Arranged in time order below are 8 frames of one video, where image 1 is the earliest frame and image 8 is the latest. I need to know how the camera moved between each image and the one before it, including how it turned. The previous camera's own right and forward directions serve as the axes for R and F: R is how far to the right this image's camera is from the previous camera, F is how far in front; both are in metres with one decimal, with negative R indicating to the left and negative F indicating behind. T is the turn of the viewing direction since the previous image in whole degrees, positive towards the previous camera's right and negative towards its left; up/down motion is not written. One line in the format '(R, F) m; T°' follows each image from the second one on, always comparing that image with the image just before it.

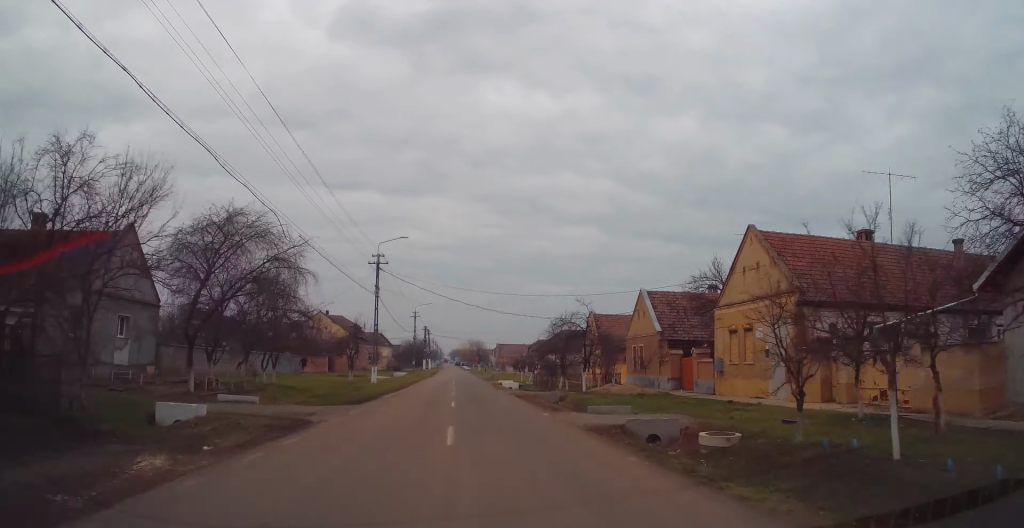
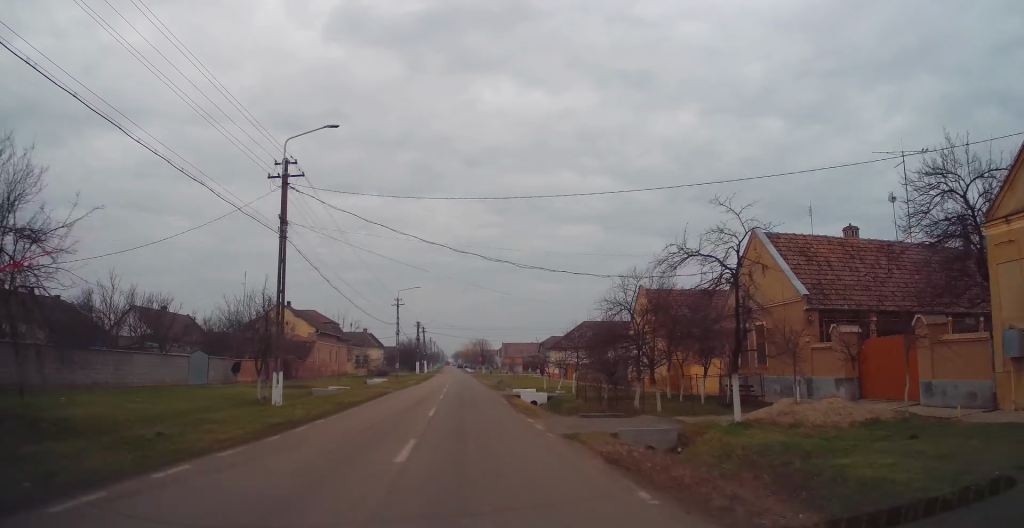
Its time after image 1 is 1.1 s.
(+0.2, +19.4) m; 0°
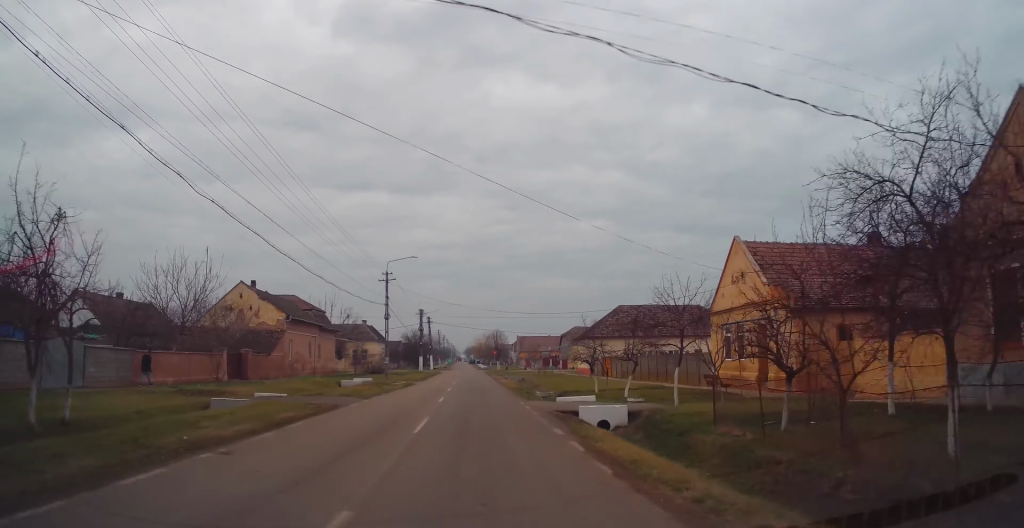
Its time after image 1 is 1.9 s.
(0.0, +15.4) m; -1°
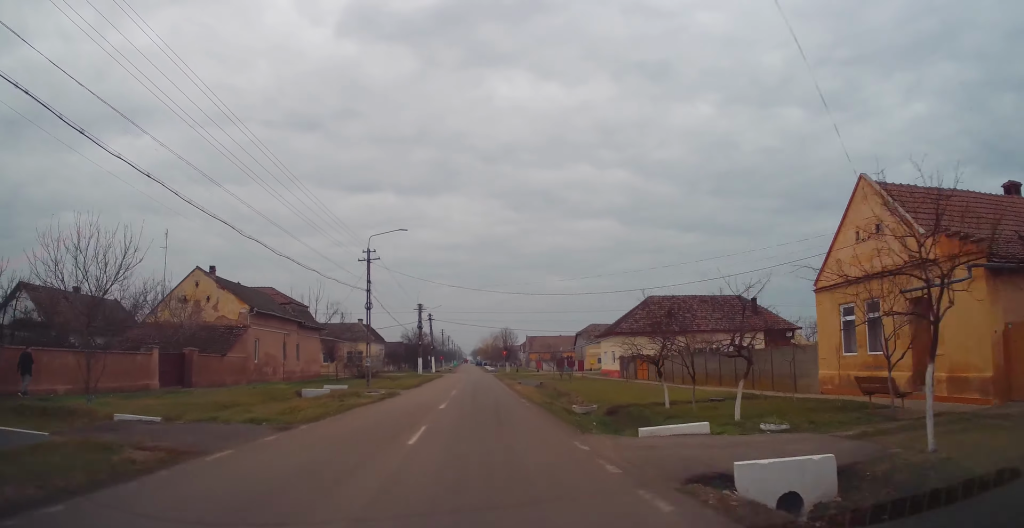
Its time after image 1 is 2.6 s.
(-0.2, +10.8) m; 0°
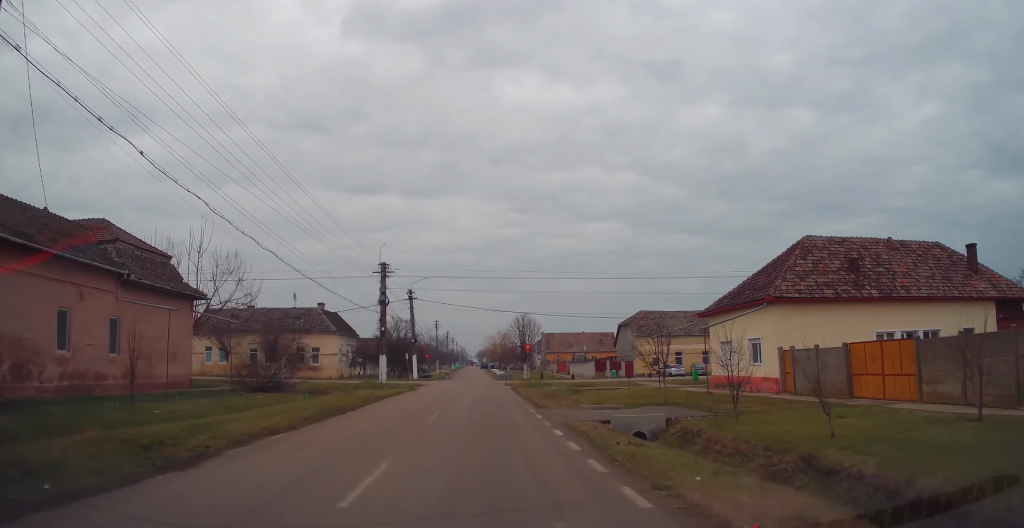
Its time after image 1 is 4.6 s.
(-0.1, +32.0) m; -1°
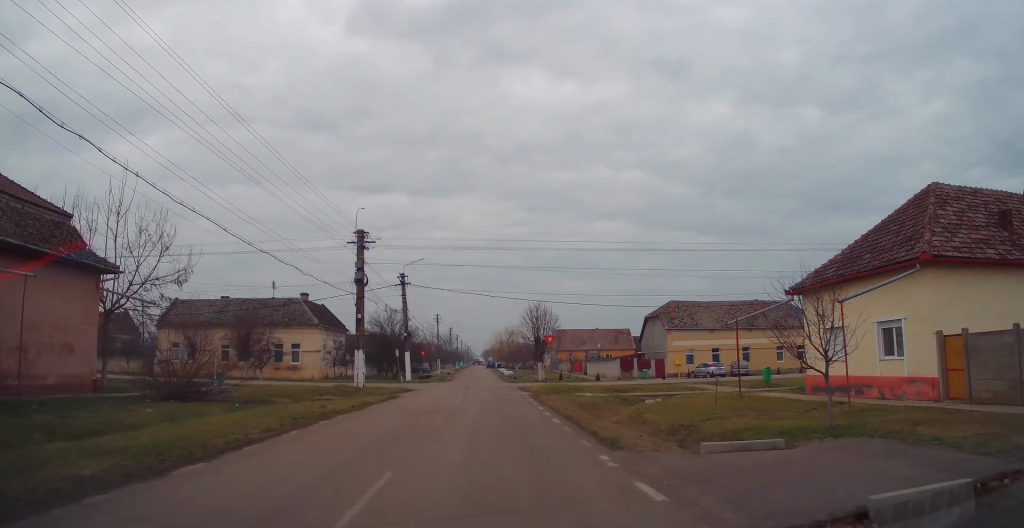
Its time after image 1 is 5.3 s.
(-0.1, +10.3) m; -1°
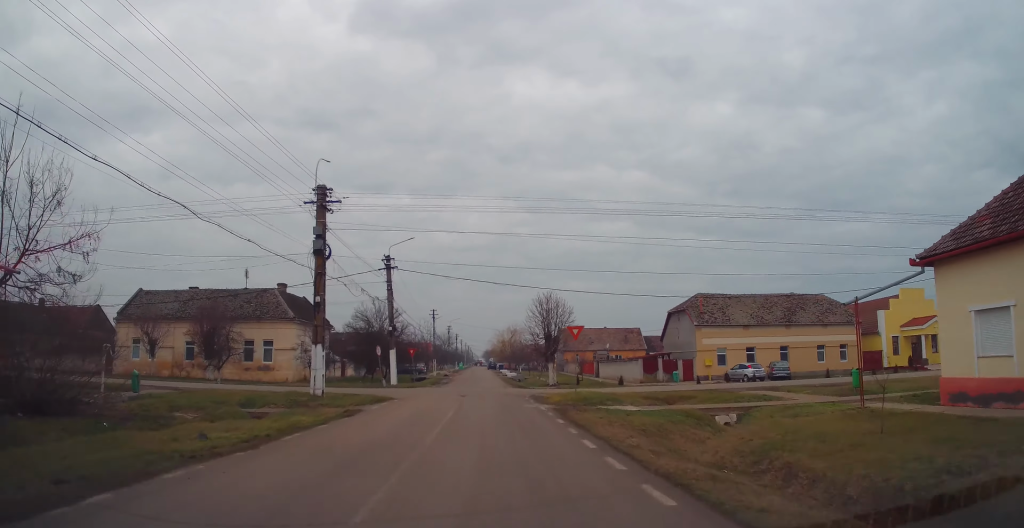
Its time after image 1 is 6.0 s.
(0.0, +8.8) m; 0°
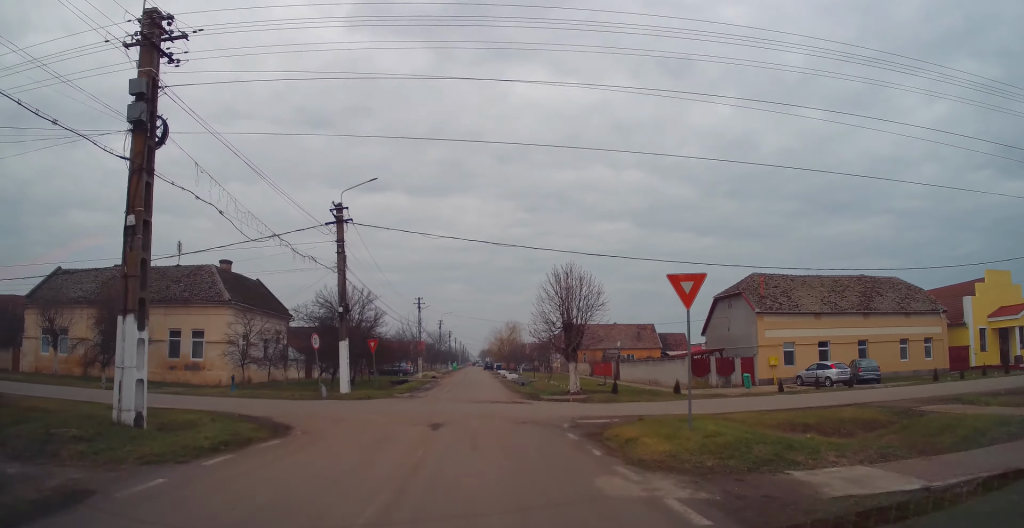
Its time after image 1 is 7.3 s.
(-0.1, +13.6) m; -1°
